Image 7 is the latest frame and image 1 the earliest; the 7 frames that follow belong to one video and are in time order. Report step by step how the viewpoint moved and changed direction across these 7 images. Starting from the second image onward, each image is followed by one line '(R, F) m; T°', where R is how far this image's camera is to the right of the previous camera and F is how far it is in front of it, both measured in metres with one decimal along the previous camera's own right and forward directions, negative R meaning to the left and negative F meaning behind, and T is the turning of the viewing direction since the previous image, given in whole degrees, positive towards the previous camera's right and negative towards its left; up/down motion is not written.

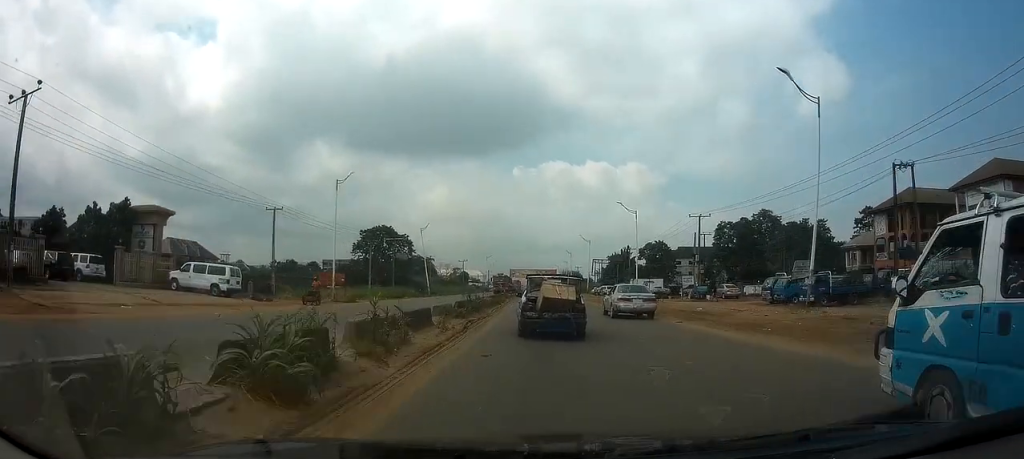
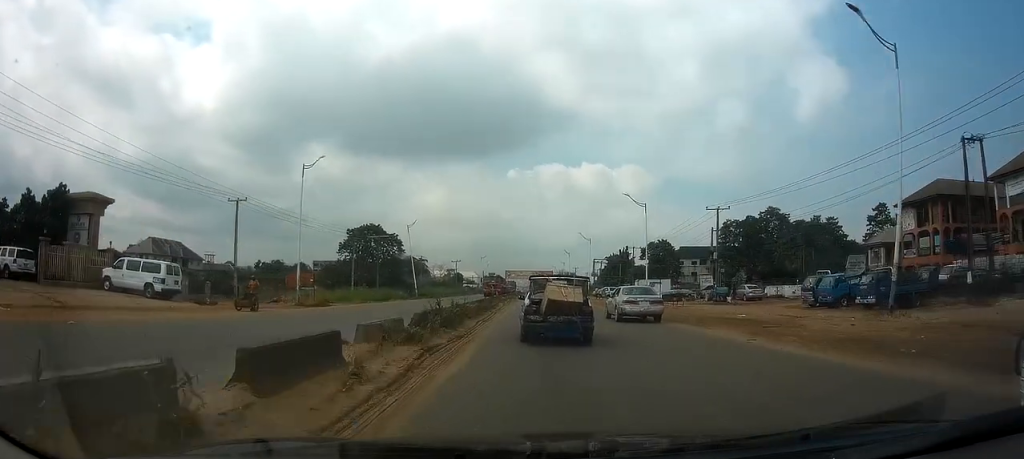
(0.0, +7.4) m; +1°
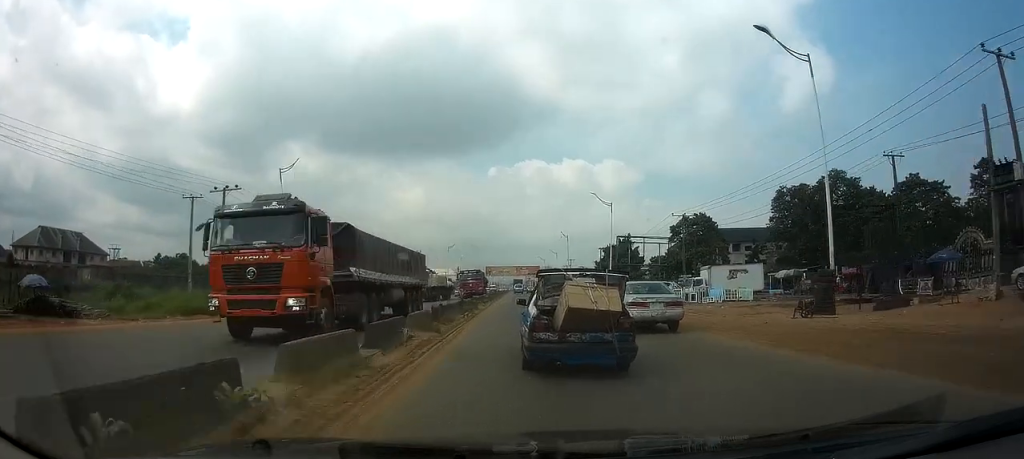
(+0.7, +38.9) m; +1°
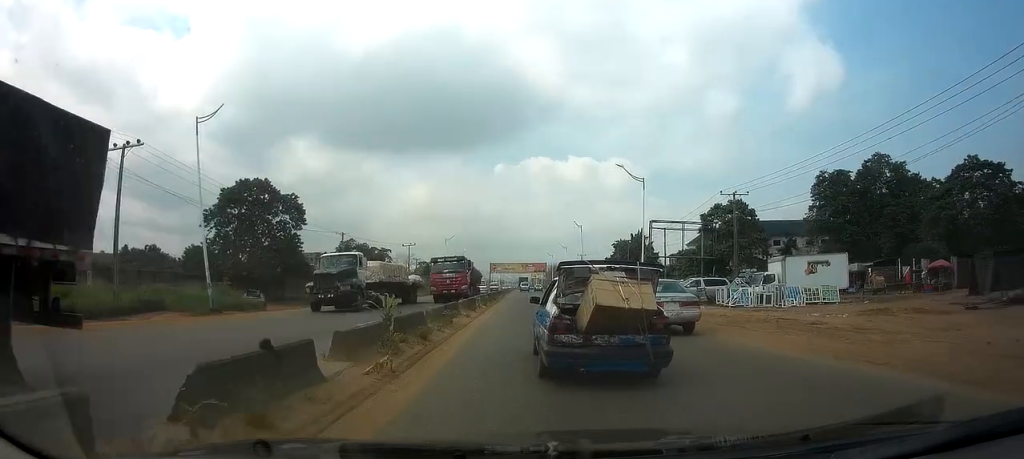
(0.0, +13.2) m; 0°
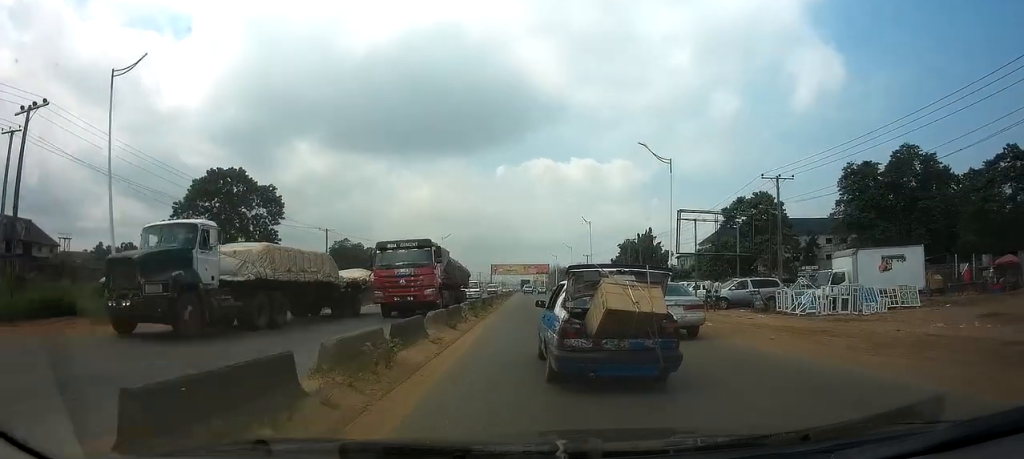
(0.0, +8.2) m; 0°
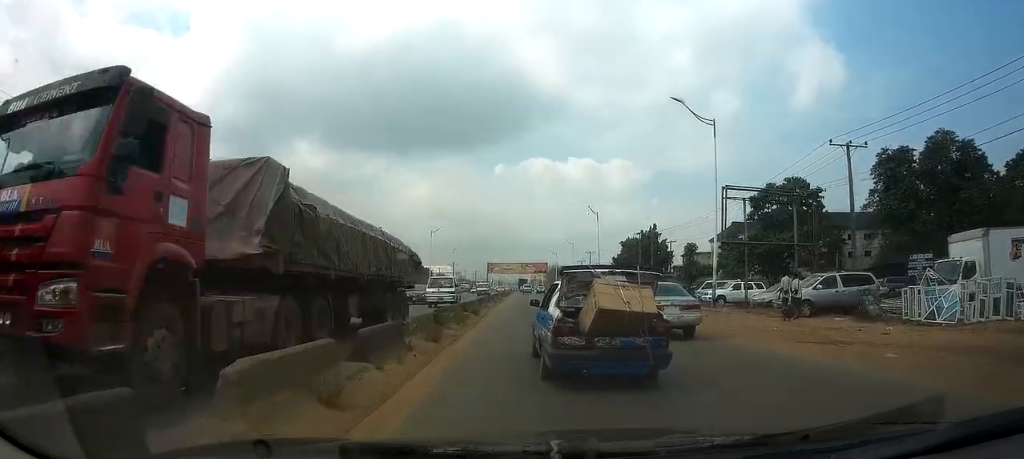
(0.0, +10.2) m; 0°
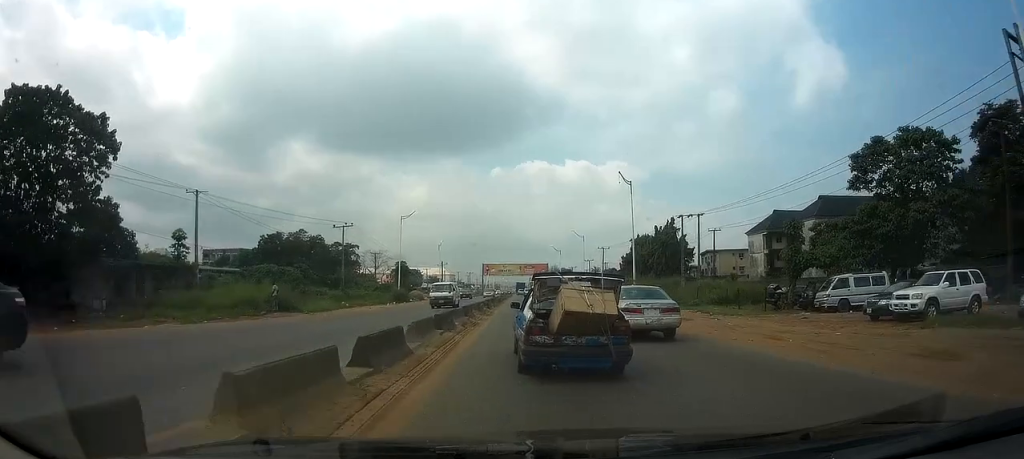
(+0.1, +21.9) m; 0°
